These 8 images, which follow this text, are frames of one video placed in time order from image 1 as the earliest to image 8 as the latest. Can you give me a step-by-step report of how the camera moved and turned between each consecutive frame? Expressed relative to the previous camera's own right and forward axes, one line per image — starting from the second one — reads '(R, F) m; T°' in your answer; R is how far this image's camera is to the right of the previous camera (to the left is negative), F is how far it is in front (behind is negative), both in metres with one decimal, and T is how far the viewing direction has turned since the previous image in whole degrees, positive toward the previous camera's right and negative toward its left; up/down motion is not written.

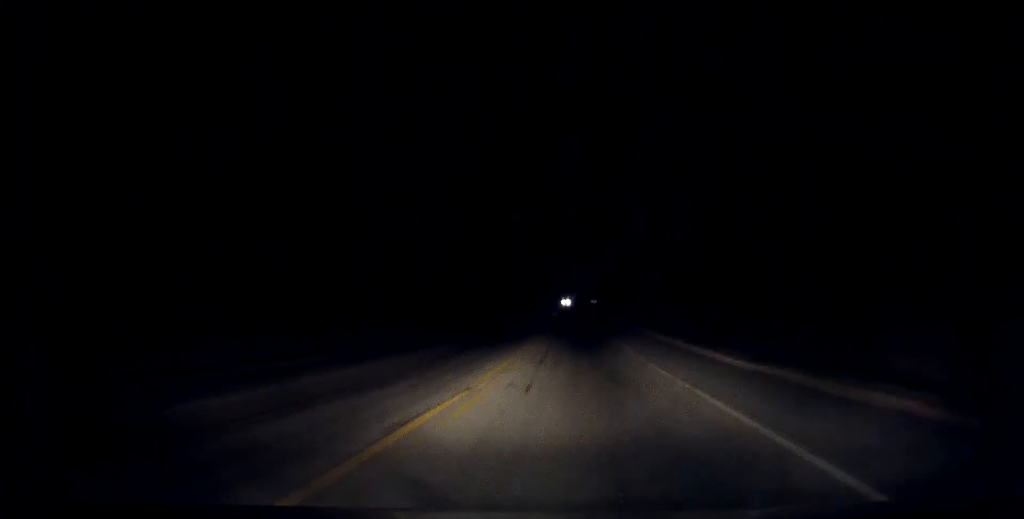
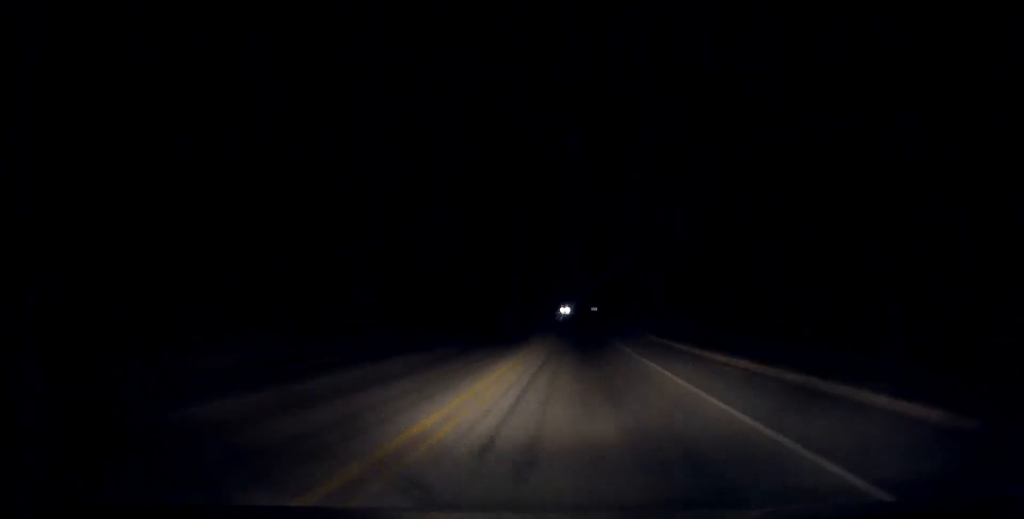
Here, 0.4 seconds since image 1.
(0.0, +13.0) m; 0°
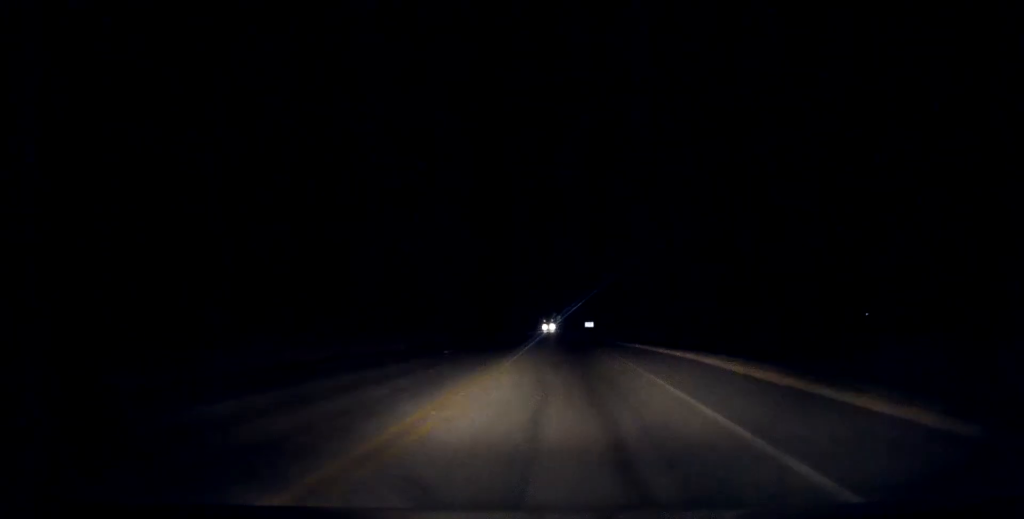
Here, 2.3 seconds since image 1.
(0.0, +54.5) m; 0°
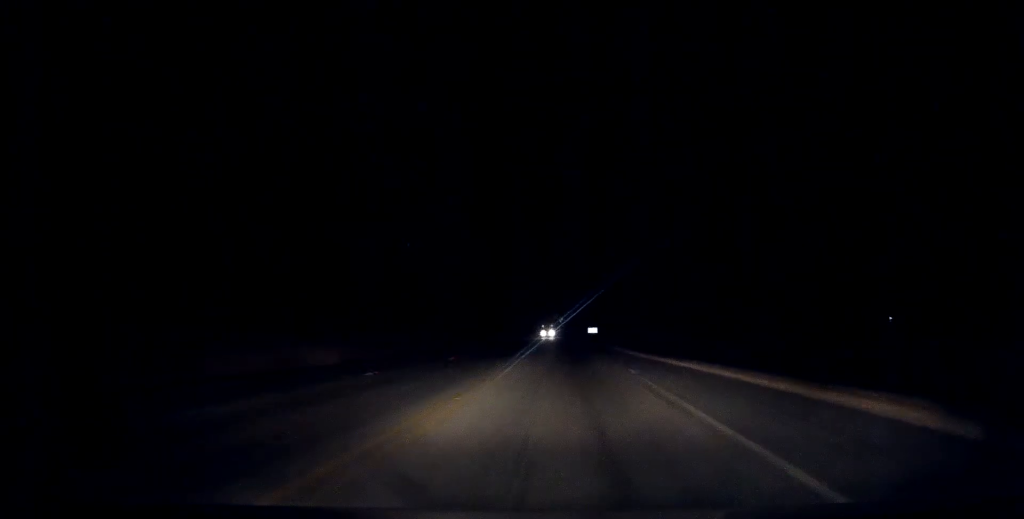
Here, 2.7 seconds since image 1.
(+0.1, +13.8) m; 0°
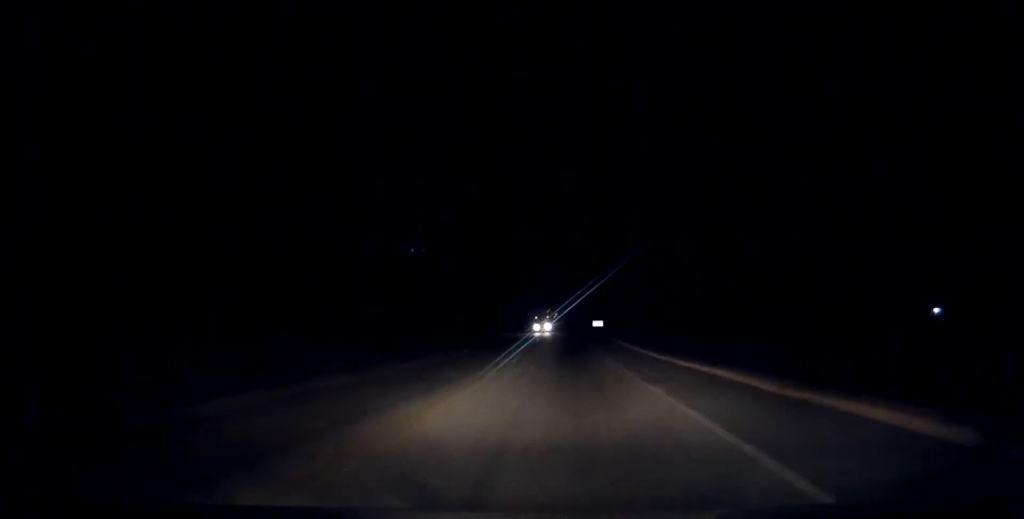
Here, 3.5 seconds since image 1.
(-0.1, +23.5) m; 0°
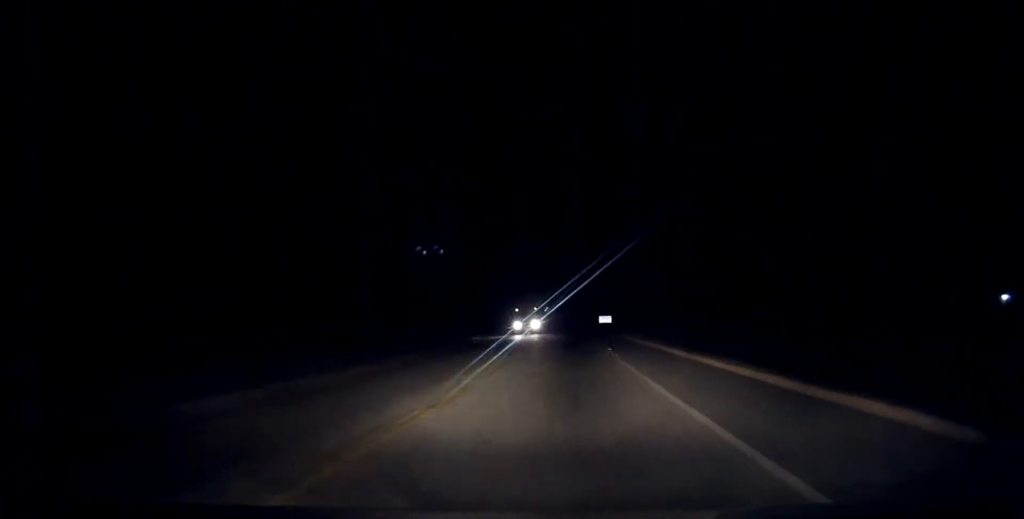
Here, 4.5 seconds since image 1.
(-0.1, +28.2) m; 0°
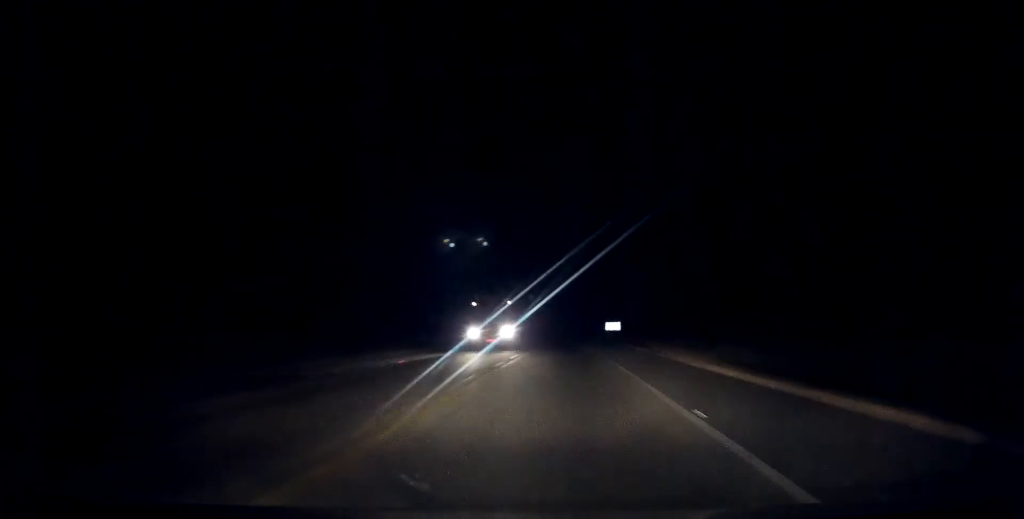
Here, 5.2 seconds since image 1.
(0.0, +21.2) m; 0°
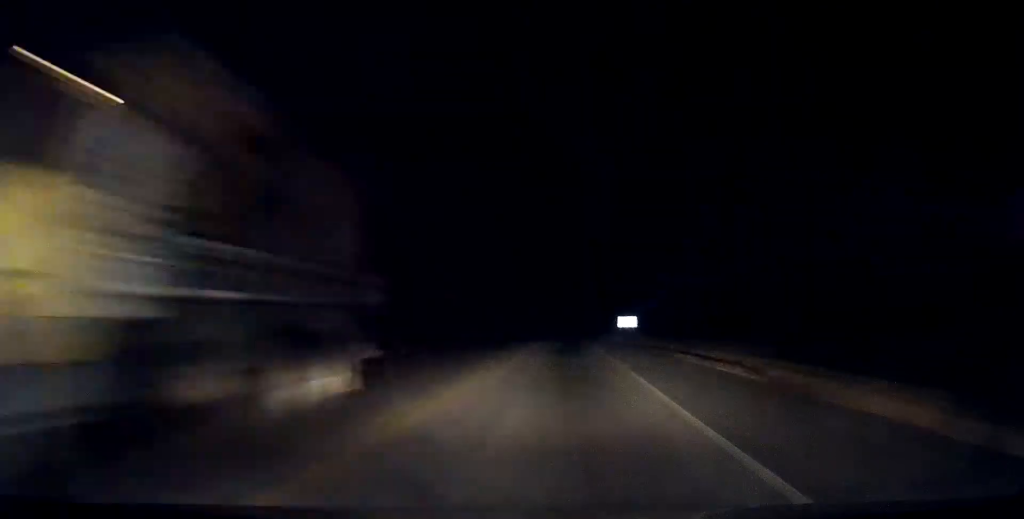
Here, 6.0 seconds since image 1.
(0.0, +22.1) m; 0°
